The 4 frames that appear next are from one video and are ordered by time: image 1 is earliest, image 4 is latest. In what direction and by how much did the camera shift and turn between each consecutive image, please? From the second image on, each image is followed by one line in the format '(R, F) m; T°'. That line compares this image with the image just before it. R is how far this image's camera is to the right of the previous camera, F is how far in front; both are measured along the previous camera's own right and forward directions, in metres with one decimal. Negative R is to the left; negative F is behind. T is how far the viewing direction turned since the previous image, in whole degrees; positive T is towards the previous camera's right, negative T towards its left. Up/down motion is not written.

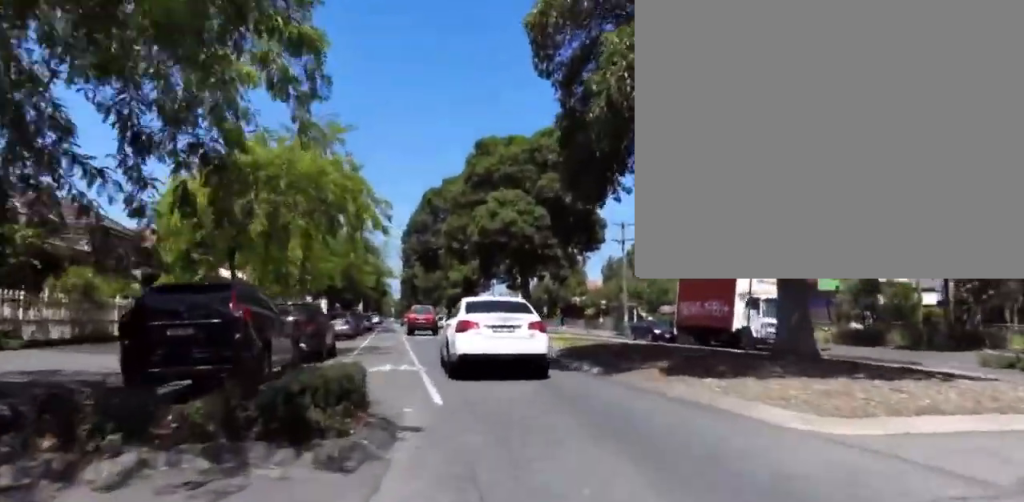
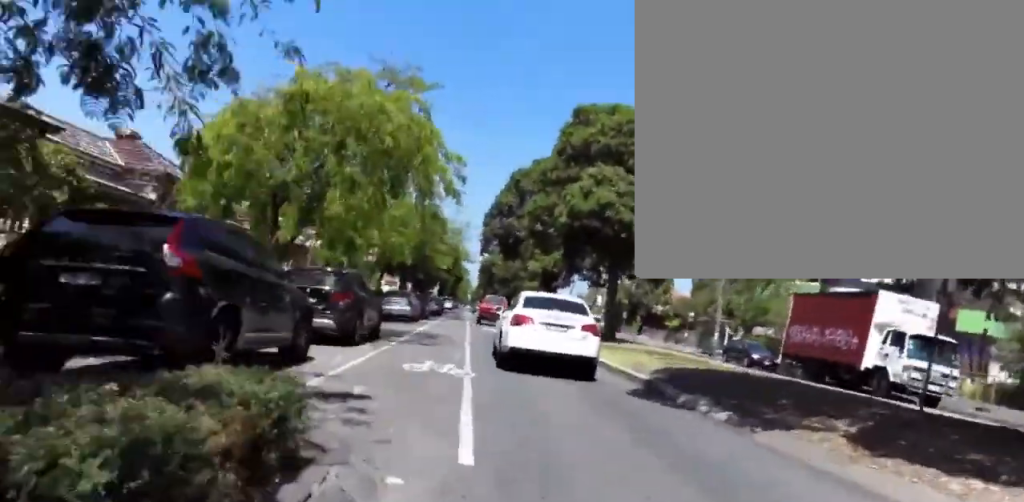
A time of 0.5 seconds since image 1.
(-0.7, +3.7) m; -9°
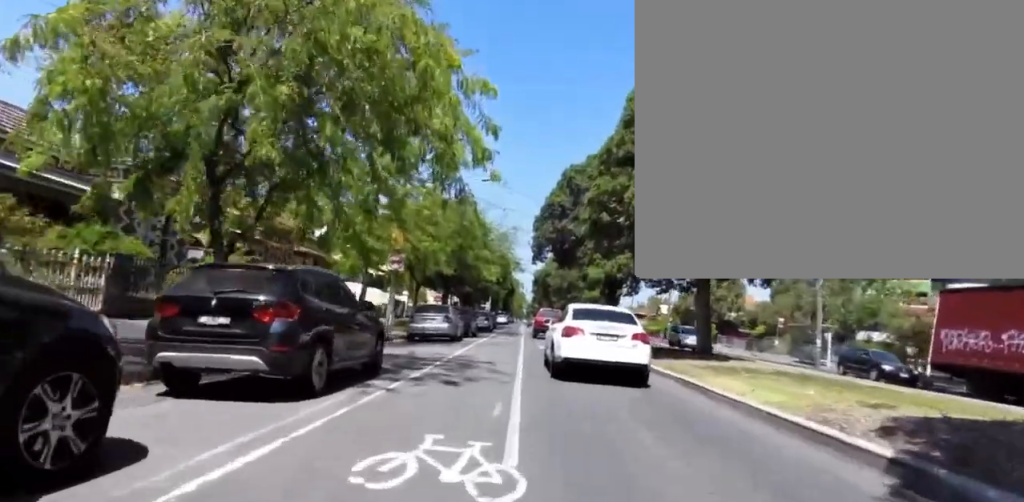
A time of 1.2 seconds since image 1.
(-0.7, +5.6) m; -9°
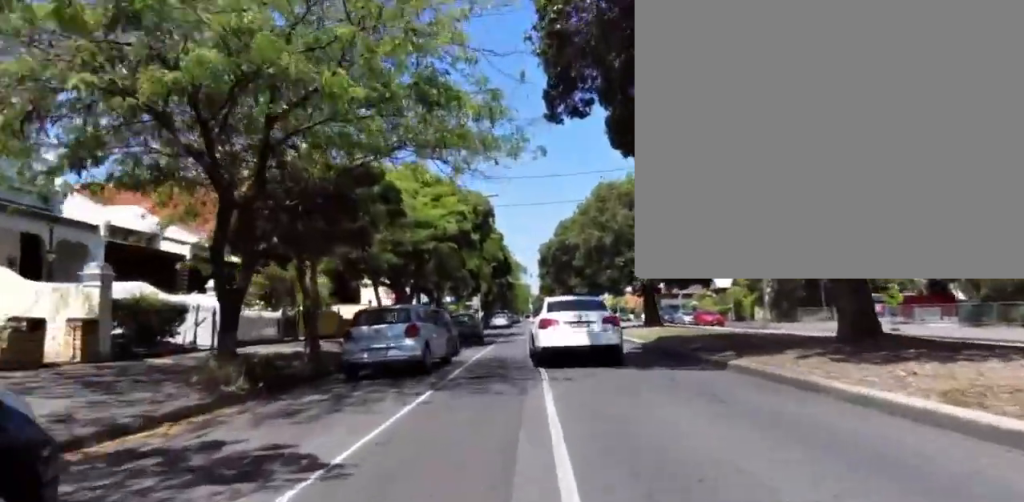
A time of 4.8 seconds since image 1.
(-0.3, +29.9) m; +2°
